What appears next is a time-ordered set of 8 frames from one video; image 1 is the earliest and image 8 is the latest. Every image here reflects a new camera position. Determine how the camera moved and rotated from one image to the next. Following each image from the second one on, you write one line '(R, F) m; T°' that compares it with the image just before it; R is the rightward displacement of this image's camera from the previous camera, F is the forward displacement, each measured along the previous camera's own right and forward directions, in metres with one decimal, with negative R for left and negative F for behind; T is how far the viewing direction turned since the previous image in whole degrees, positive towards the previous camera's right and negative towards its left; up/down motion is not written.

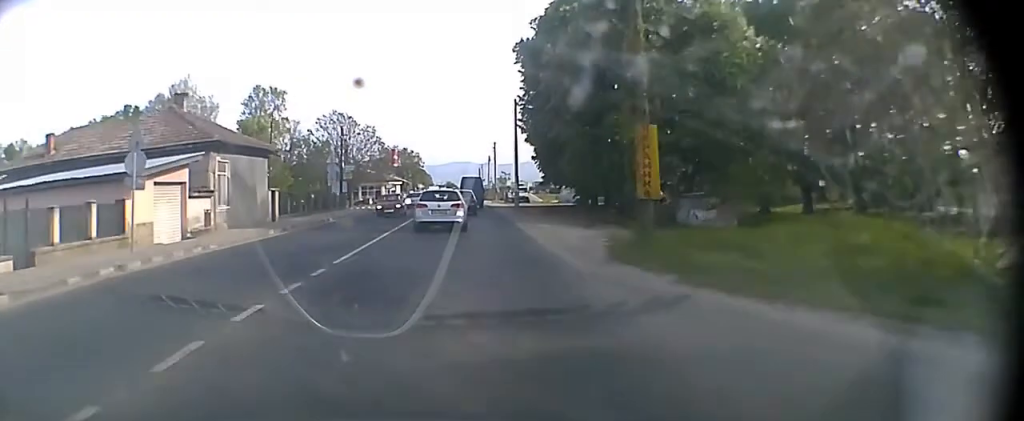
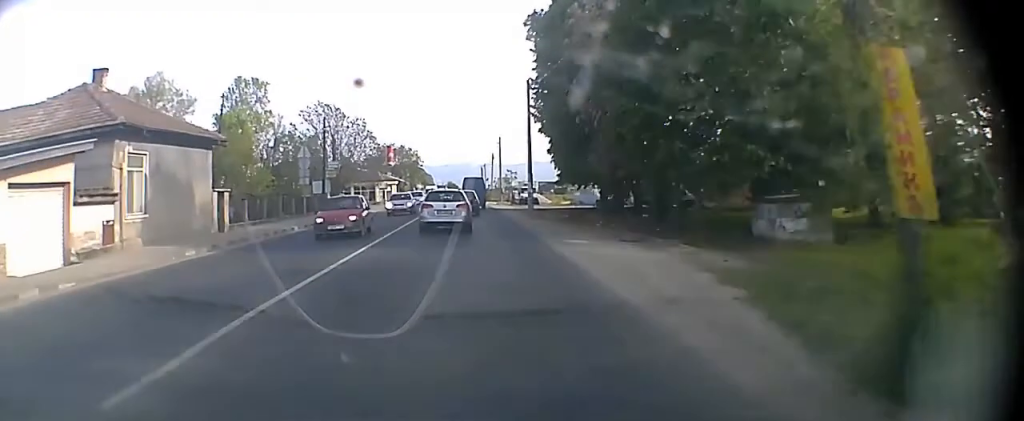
(0.0, +8.9) m; 0°
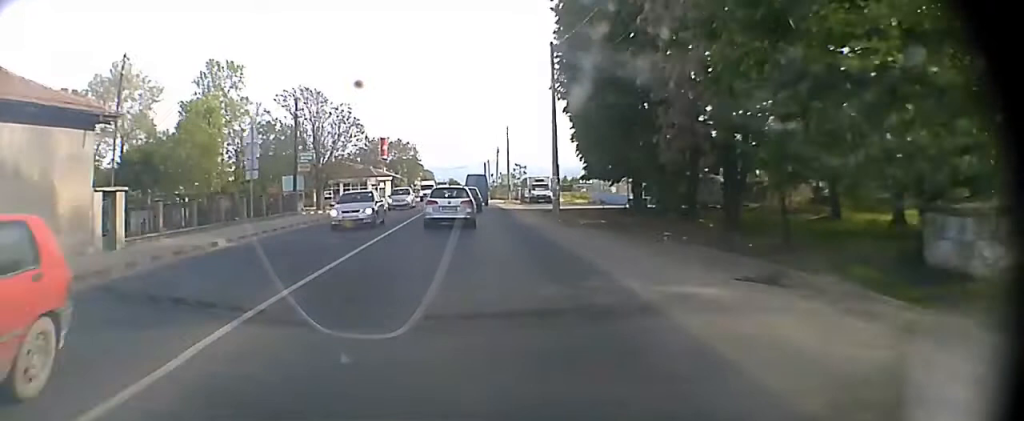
(0.0, +10.4) m; 0°
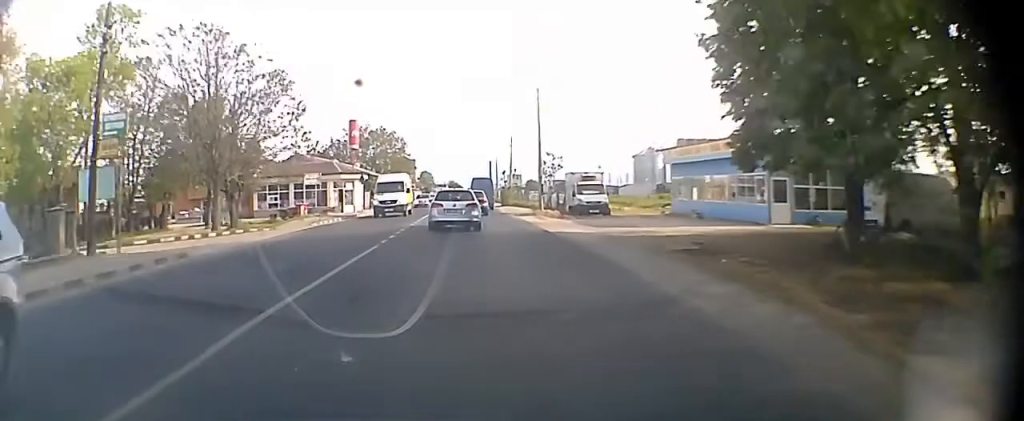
(-0.1, +27.0) m; 0°
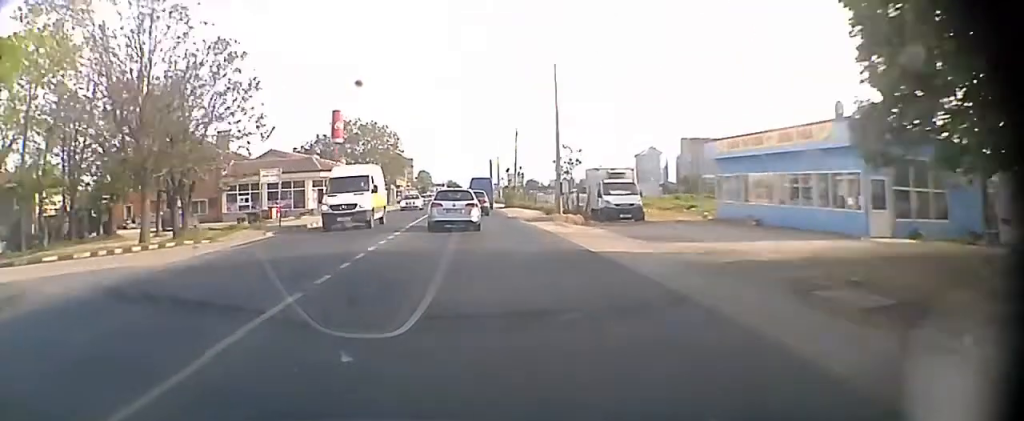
(0.0, +6.9) m; 0°
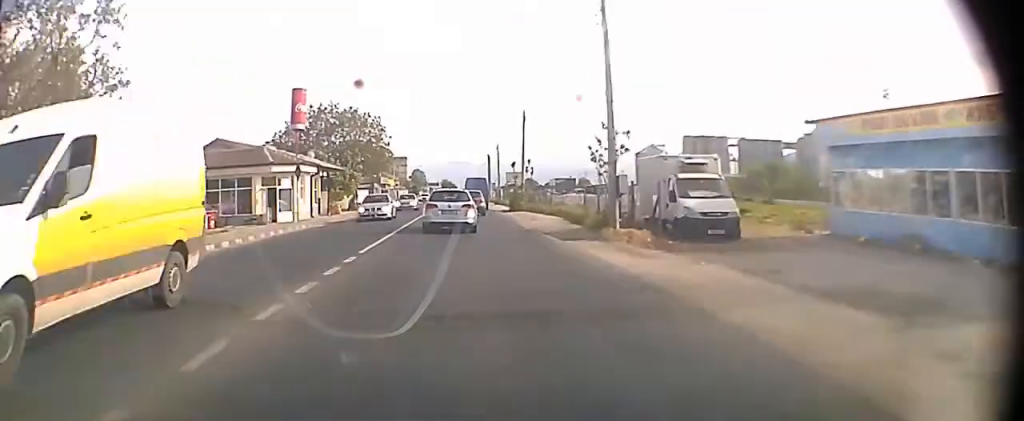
(0.0, +12.7) m; 0°
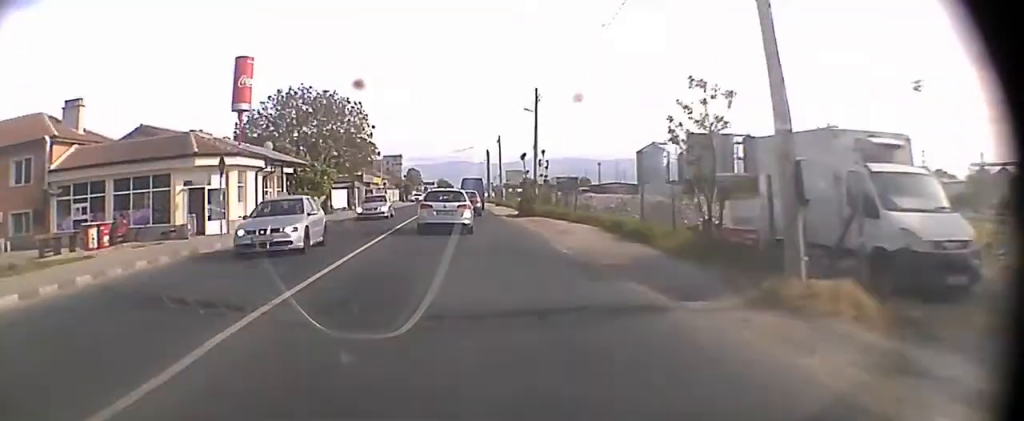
(0.0, +13.0) m; 0°
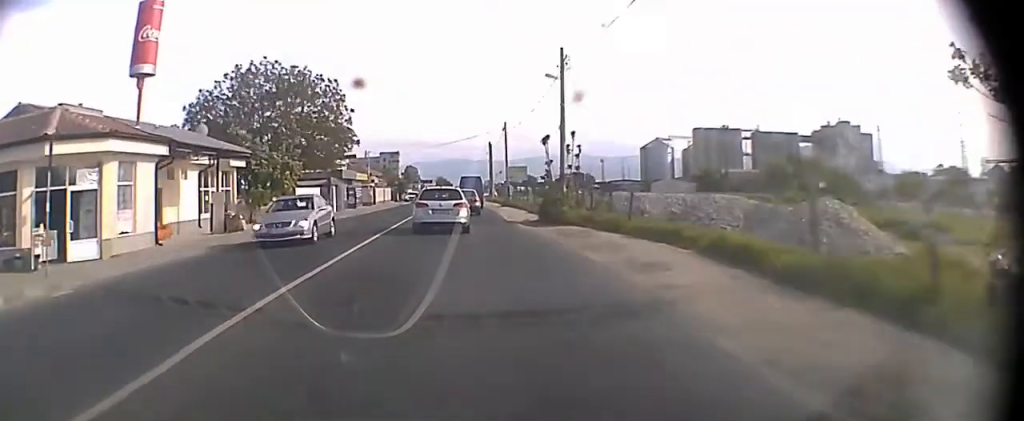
(0.0, +11.7) m; 0°
